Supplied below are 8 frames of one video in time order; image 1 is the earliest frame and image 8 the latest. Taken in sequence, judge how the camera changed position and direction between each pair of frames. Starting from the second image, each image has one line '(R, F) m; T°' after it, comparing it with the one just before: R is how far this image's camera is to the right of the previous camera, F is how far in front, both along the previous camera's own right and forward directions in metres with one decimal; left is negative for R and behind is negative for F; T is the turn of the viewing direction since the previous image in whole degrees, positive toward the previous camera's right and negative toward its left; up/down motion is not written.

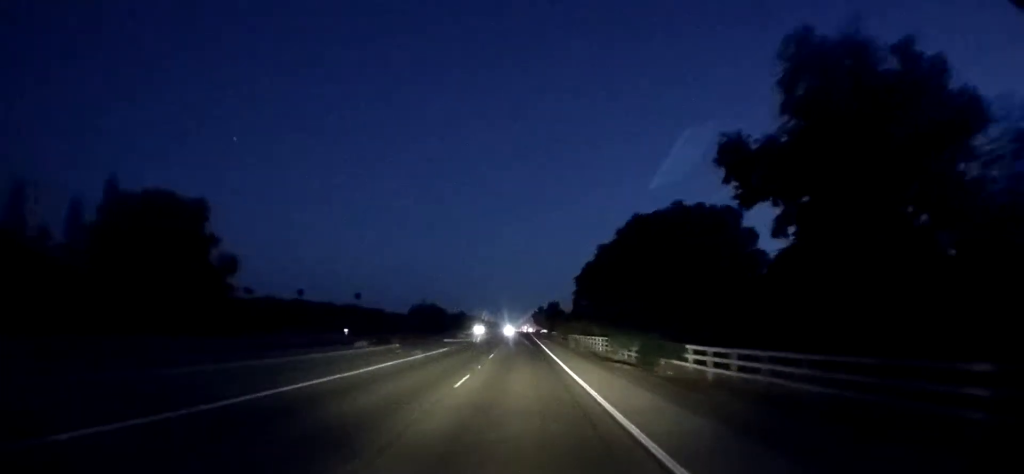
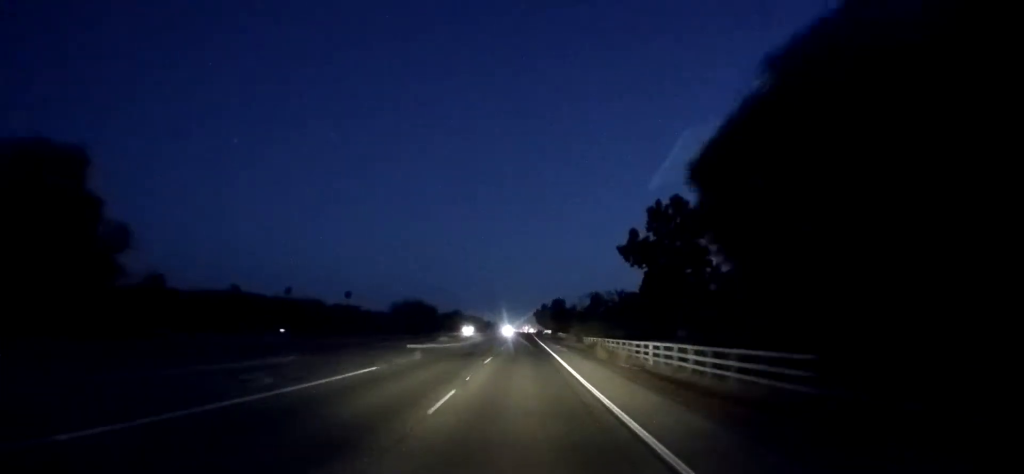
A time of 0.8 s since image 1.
(+0.5, +19.3) m; +1°
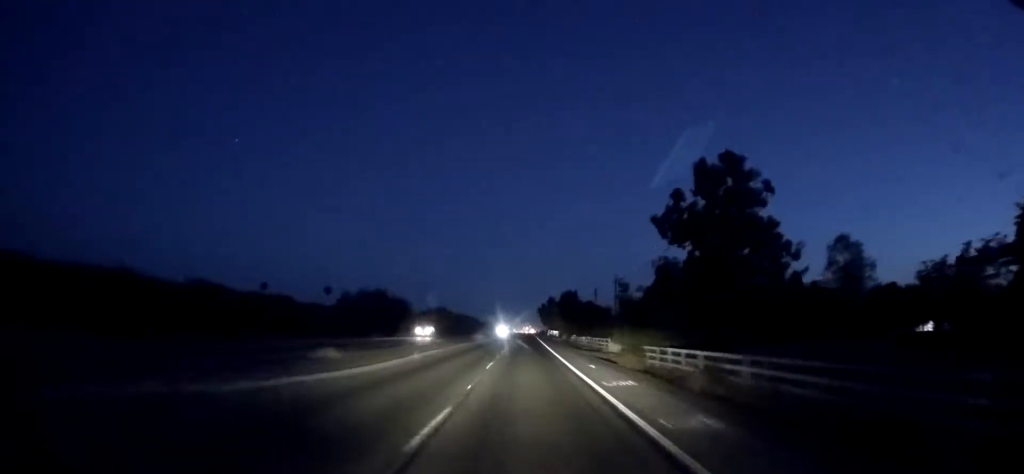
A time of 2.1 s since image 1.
(+0.1, +32.4) m; 0°
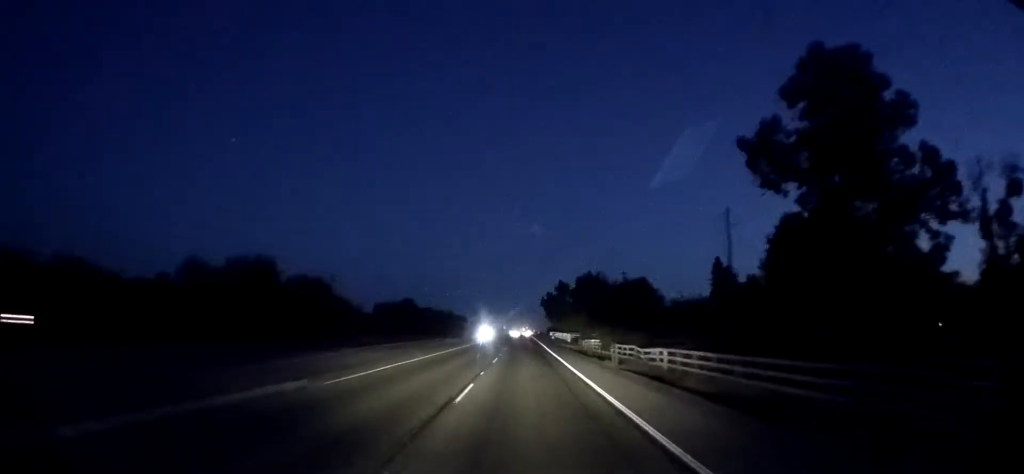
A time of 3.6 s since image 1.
(0.0, +38.9) m; 0°
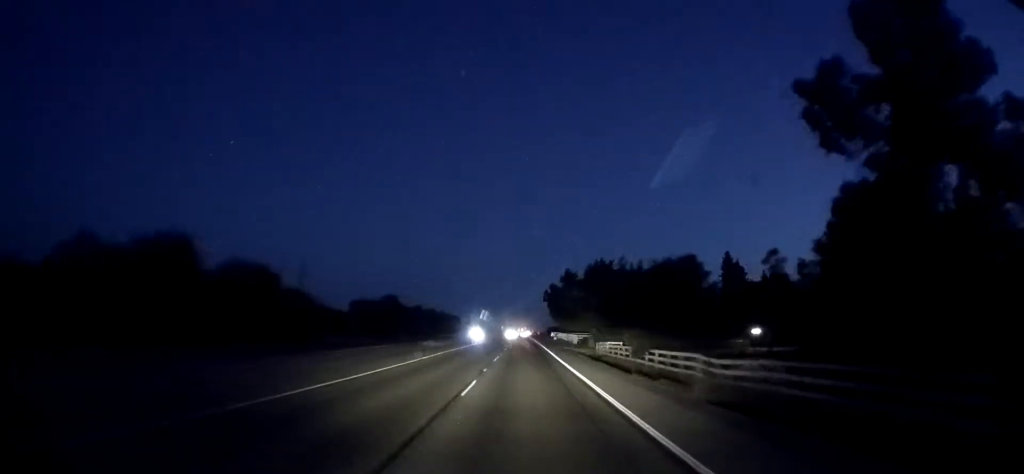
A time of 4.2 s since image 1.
(0.0, +13.2) m; 0°
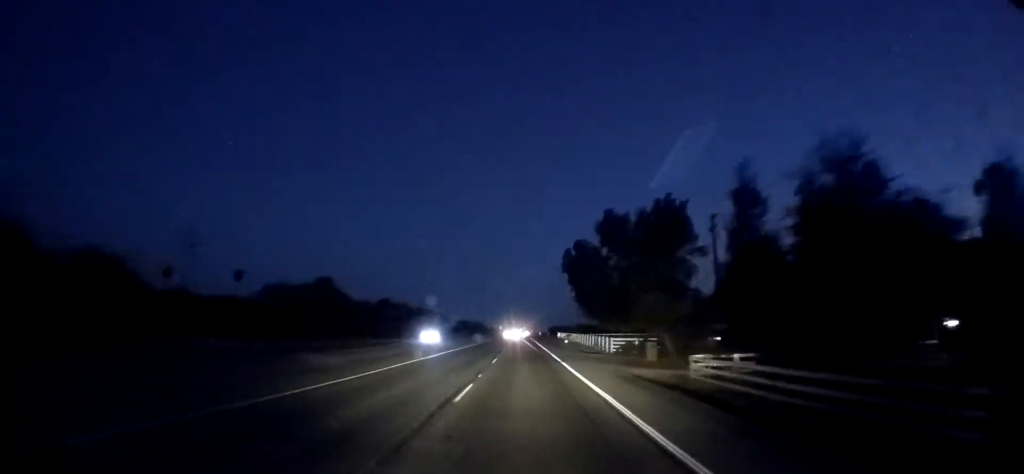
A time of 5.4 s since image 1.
(0.0, +30.6) m; 0°
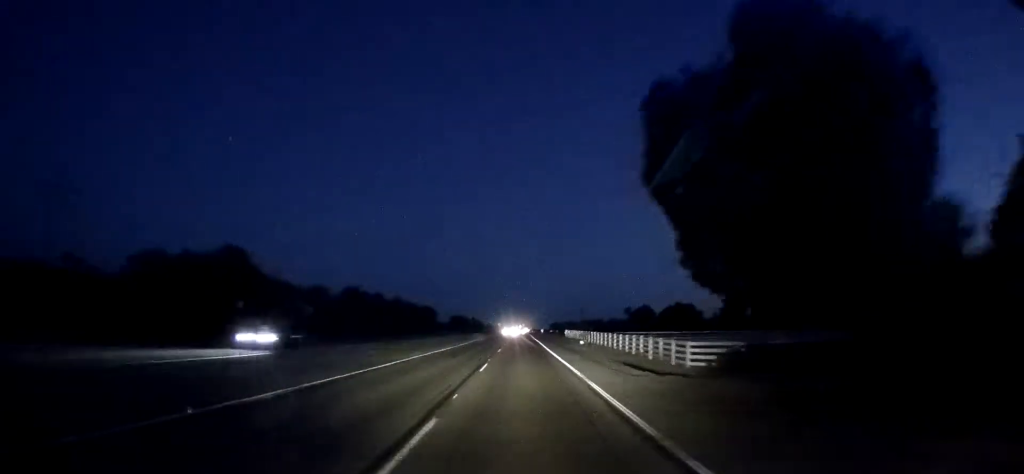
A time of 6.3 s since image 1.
(0.0, +21.5) m; 0°
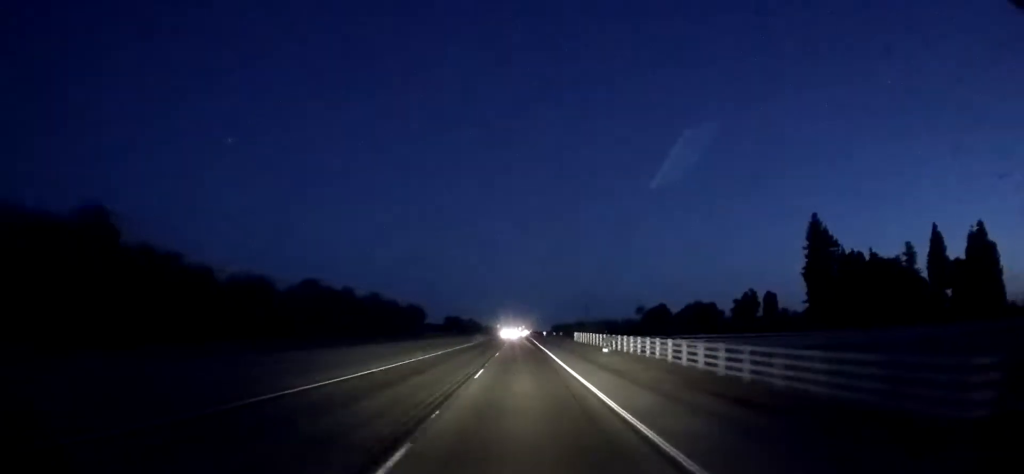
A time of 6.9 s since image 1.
(0.0, +16.5) m; 0°
